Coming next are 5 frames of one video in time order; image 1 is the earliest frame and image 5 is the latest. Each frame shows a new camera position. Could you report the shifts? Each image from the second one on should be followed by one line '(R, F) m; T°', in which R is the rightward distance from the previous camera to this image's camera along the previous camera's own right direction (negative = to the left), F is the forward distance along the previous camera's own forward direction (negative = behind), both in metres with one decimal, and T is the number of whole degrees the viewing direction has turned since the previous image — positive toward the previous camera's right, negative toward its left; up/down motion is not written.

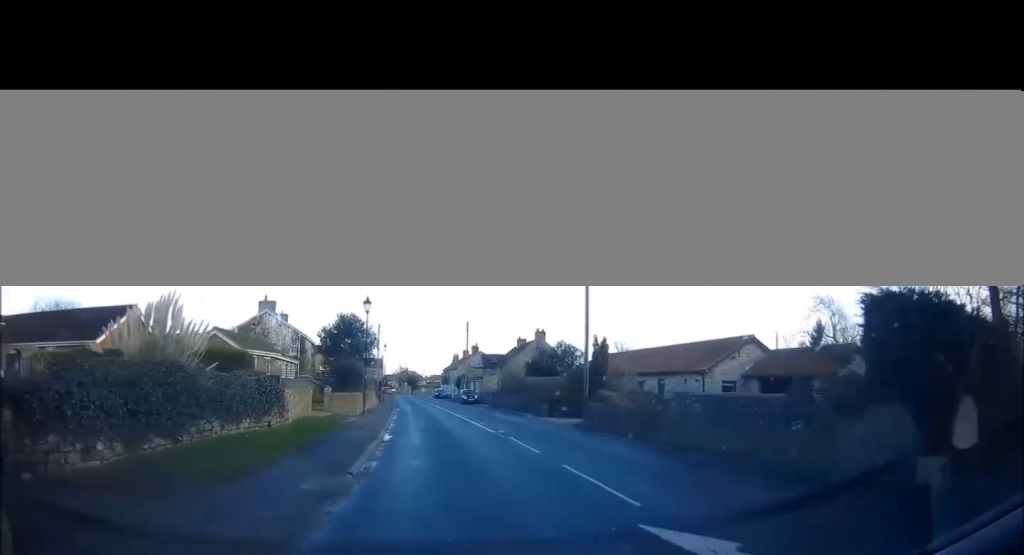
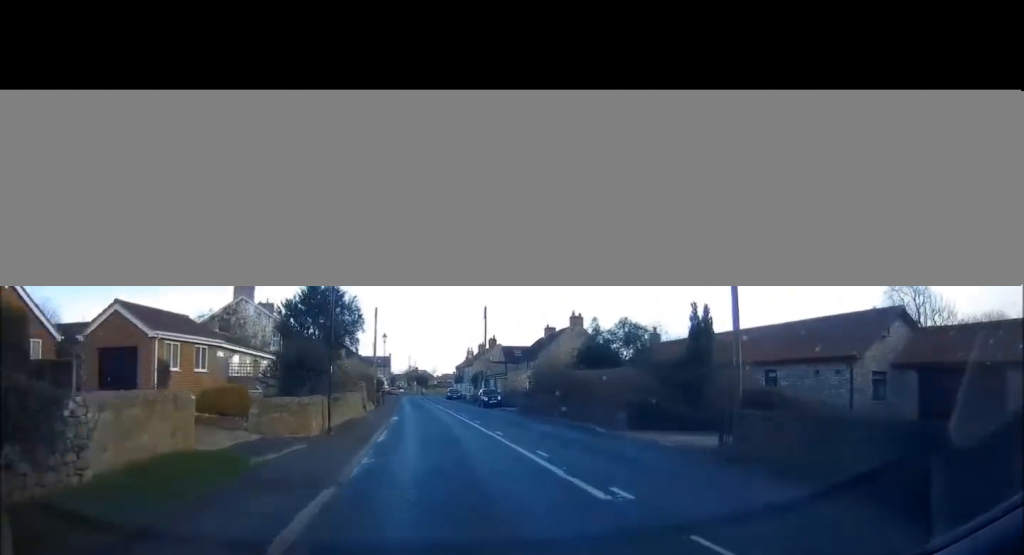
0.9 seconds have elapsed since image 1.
(-0.1, +11.0) m; -1°
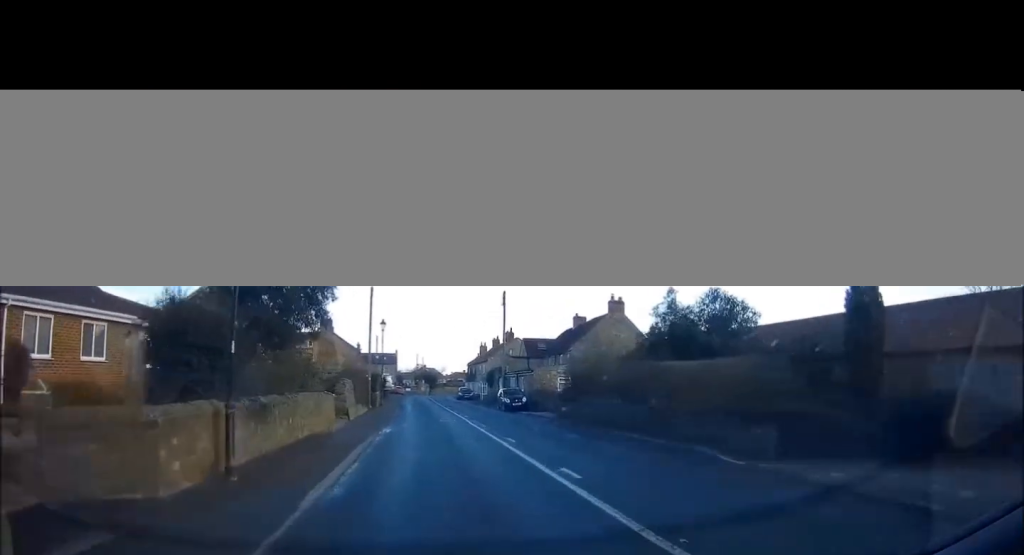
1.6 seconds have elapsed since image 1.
(0.0, +8.3) m; 0°
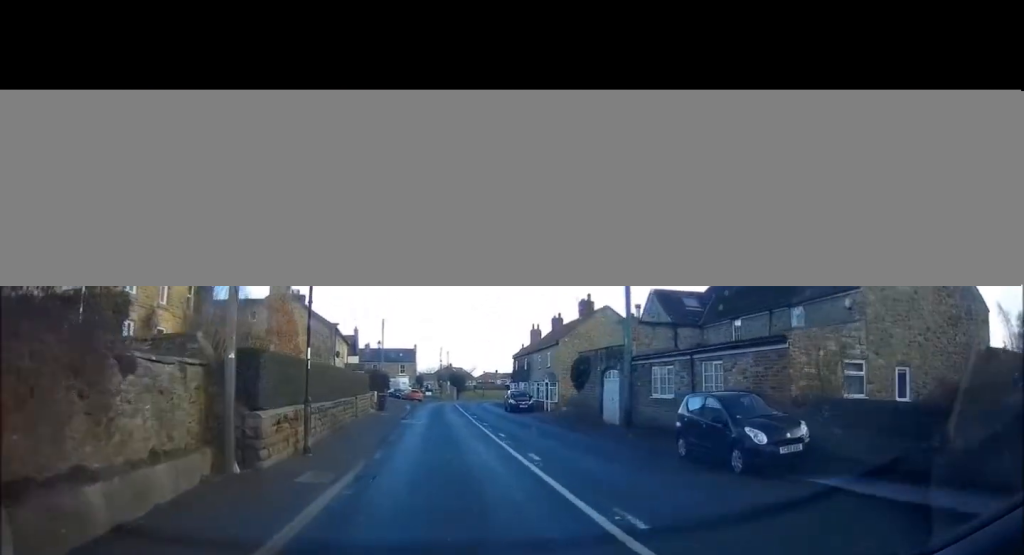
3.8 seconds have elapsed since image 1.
(-0.5, +25.2) m; -3°
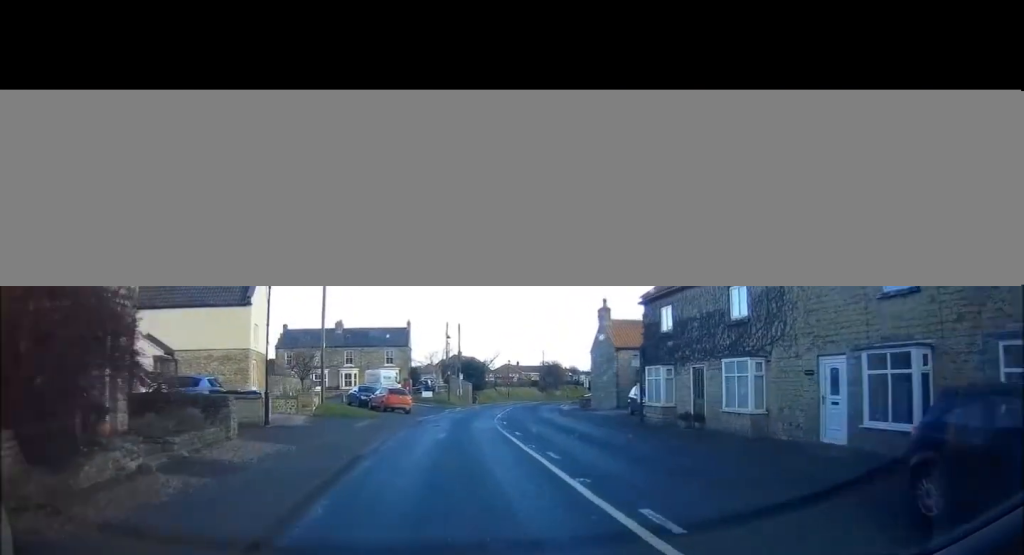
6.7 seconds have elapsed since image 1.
(-0.5, +34.2) m; 0°
